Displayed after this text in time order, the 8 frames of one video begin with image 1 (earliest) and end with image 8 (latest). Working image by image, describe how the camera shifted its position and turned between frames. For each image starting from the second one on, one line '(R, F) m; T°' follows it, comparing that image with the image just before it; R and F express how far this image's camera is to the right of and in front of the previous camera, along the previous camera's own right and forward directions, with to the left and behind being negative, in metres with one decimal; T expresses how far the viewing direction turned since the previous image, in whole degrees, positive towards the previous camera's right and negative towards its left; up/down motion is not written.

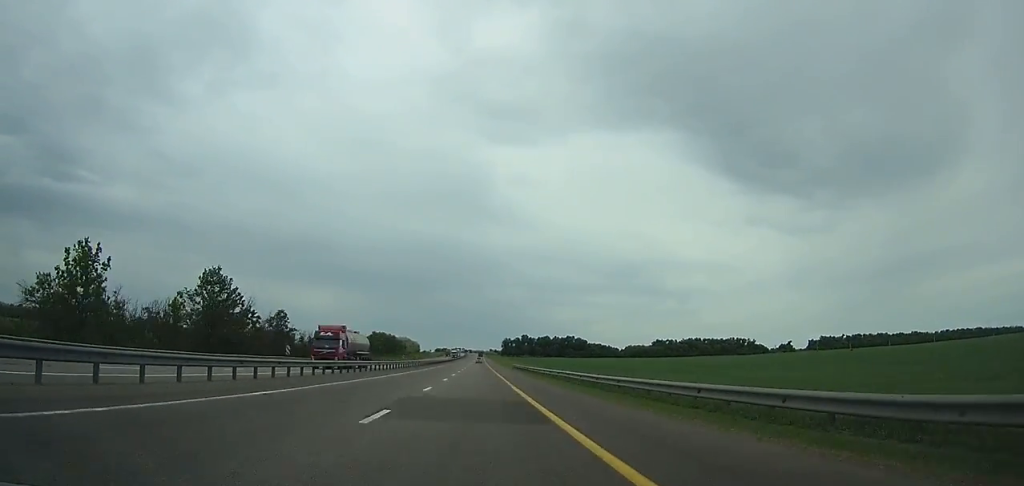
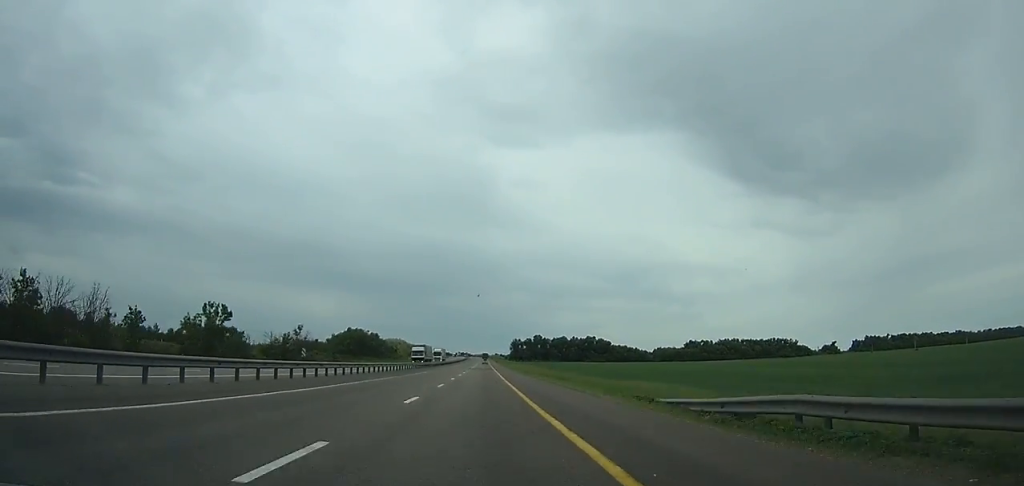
(-0.2, +79.3) m; 0°
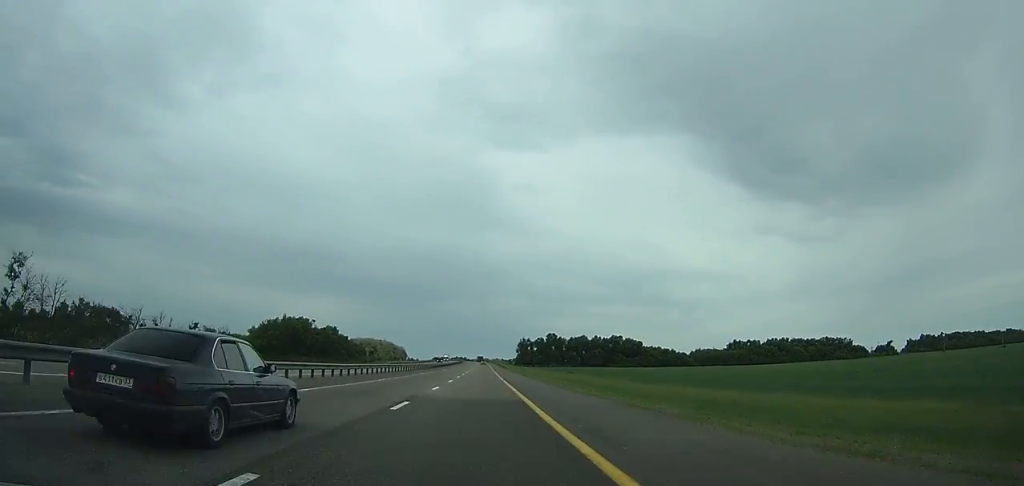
(-0.1, +89.7) m; 0°
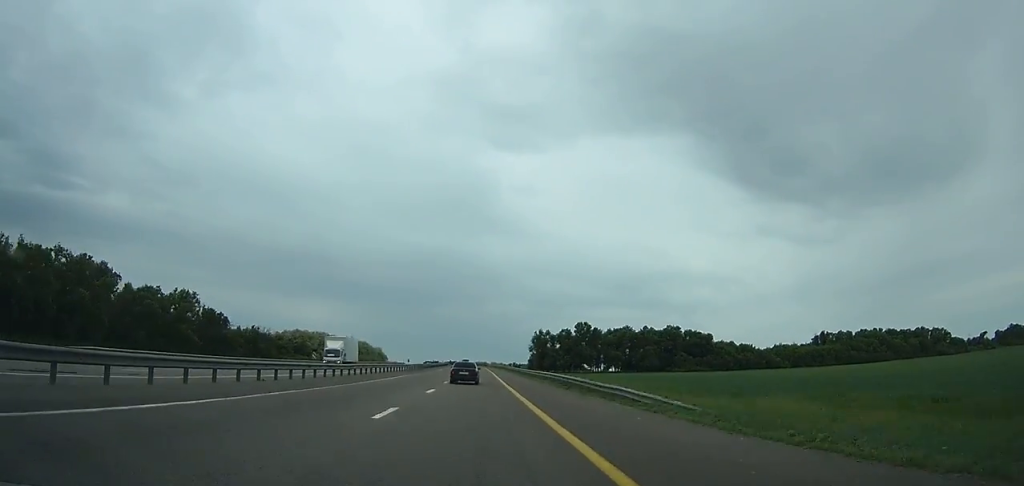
(+0.5, +107.6) m; 0°
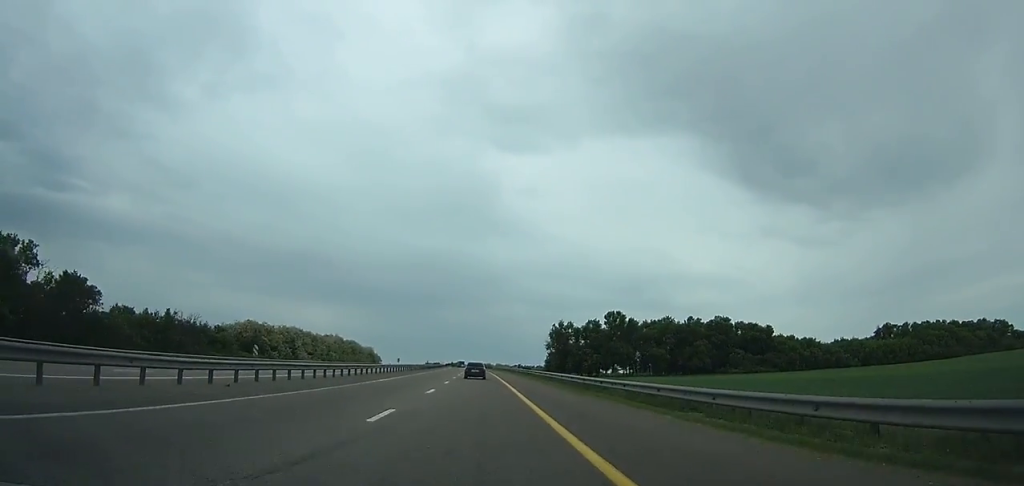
(+0.1, +46.4) m; 0°
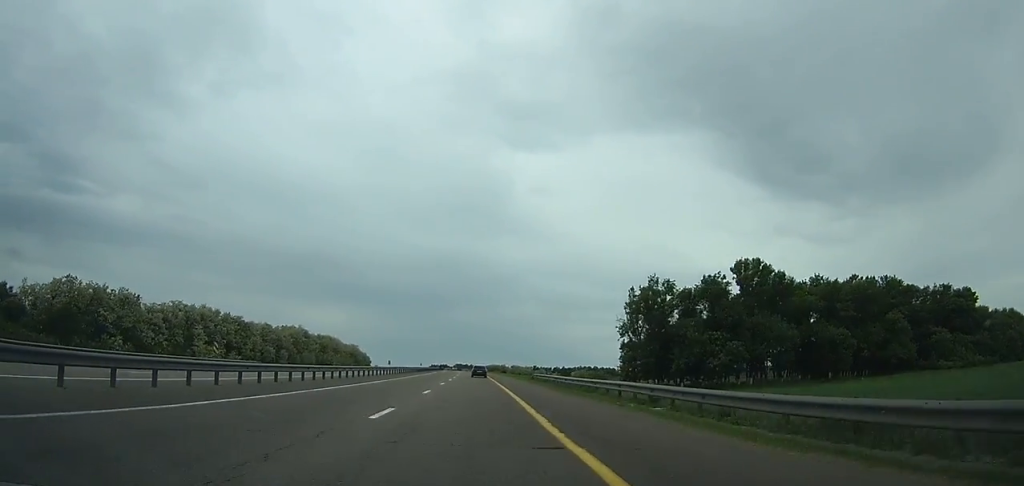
(-0.6, +80.8) m; -1°
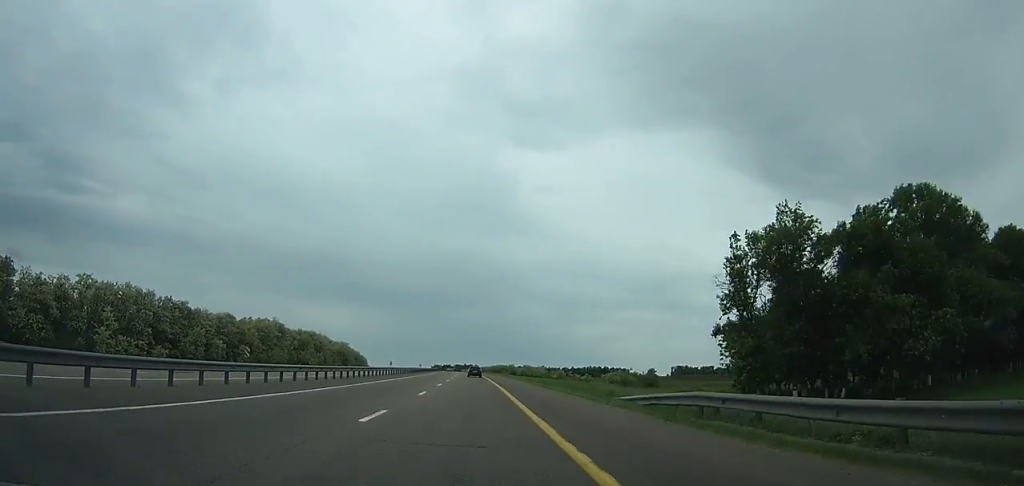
(0.0, +36.2) m; -1°
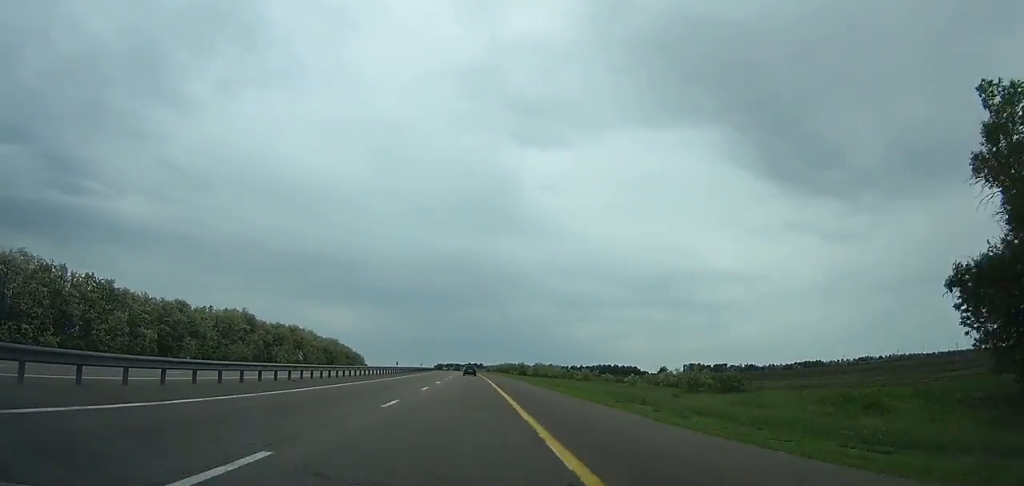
(-0.3, +31.8) m; -1°
